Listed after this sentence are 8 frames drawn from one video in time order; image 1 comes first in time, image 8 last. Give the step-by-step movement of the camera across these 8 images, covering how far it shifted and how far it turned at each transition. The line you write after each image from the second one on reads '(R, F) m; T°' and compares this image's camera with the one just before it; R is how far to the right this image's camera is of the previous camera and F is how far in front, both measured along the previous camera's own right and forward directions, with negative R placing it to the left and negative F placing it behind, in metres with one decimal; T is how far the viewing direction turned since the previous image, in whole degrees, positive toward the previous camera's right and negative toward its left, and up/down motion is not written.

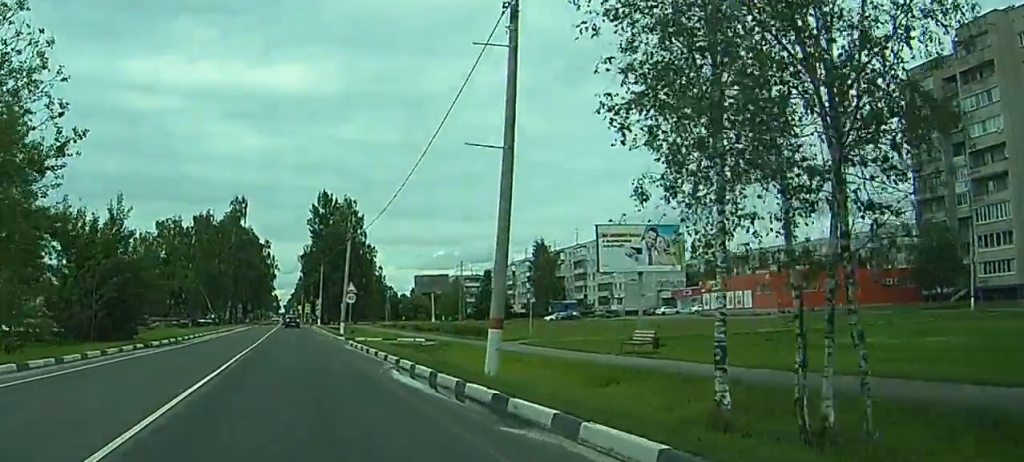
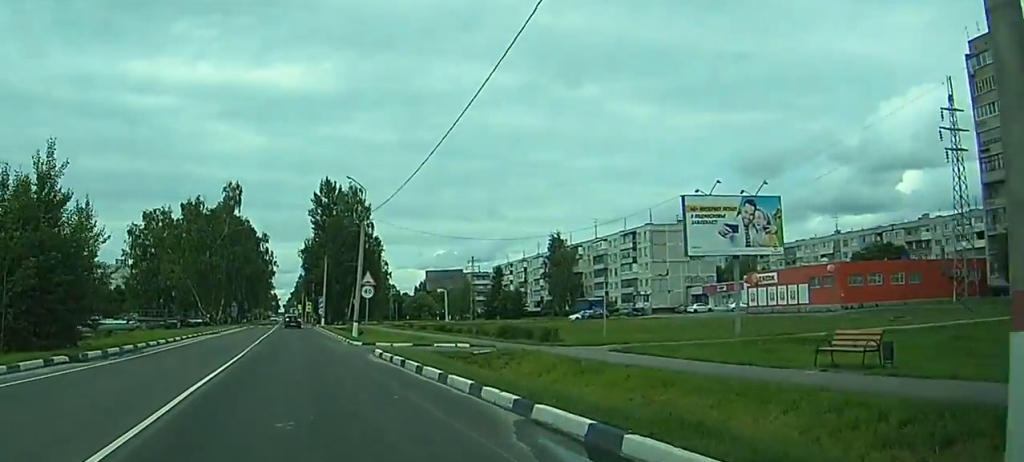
(-0.1, +12.6) m; 0°
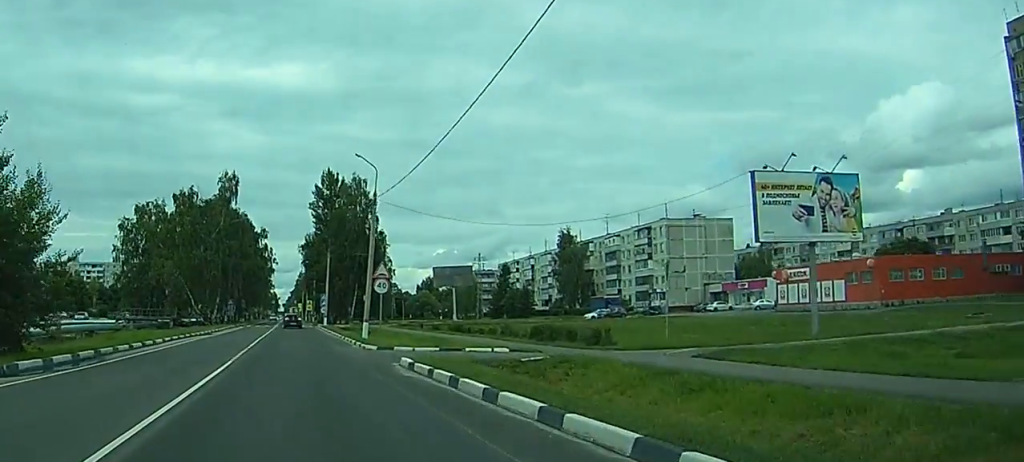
(0.0, +6.9) m; 0°
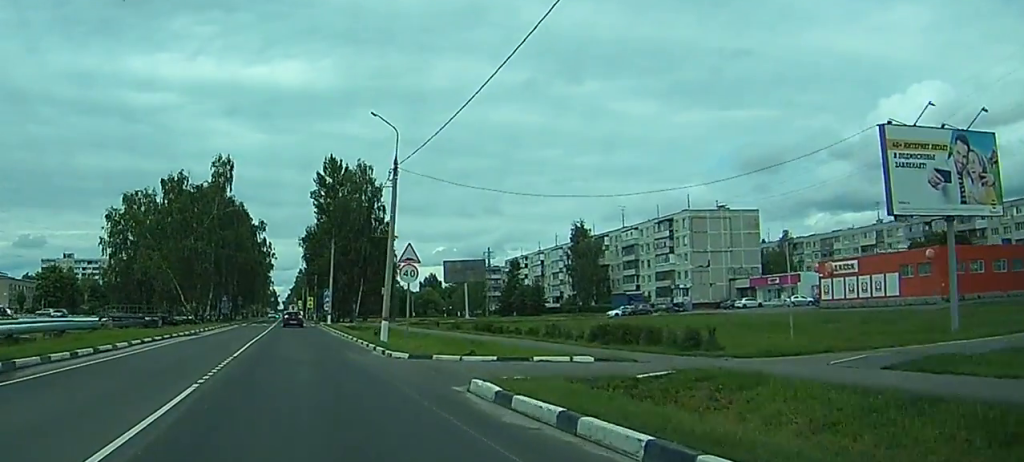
(0.0, +9.0) m; 0°
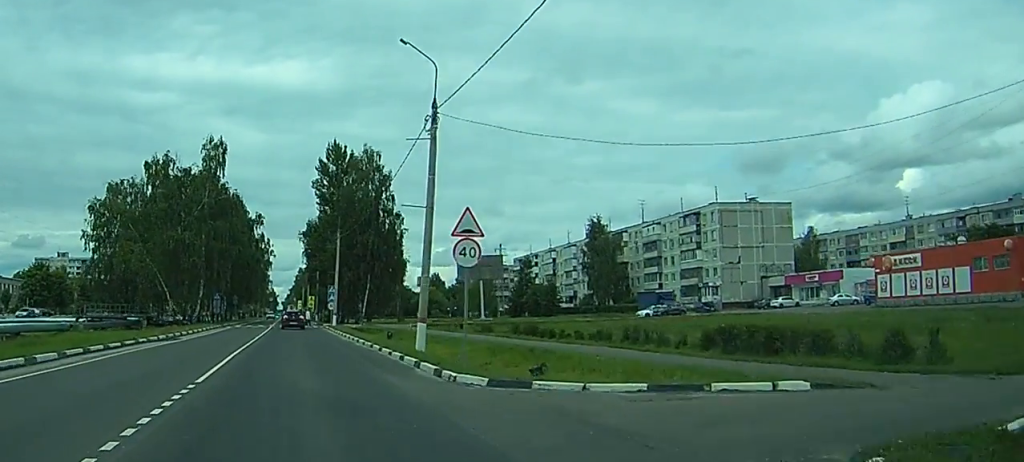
(-0.1, +10.2) m; 0°
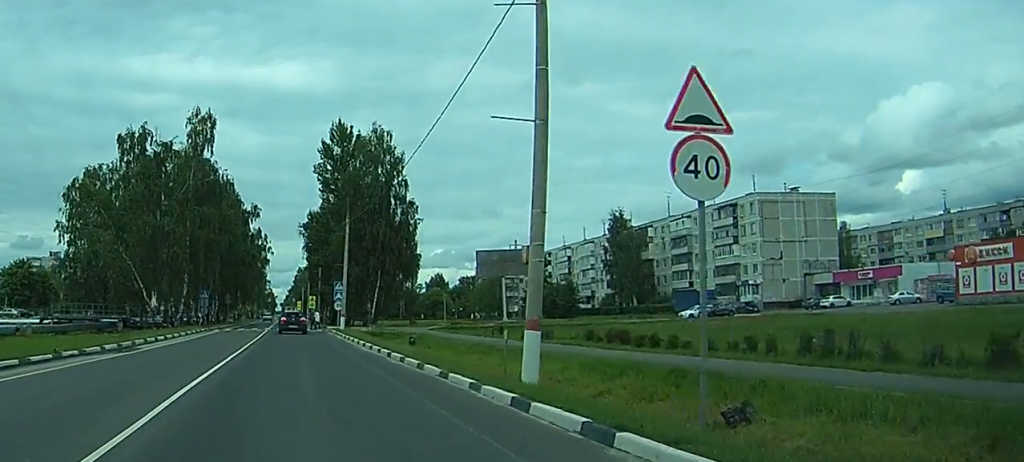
(0.0, +12.3) m; +1°
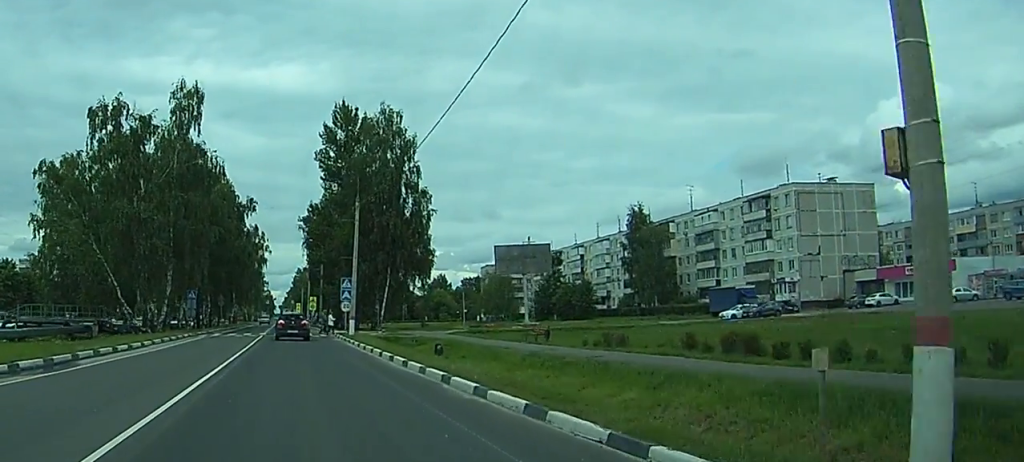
(+0.1, +9.9) m; 0°
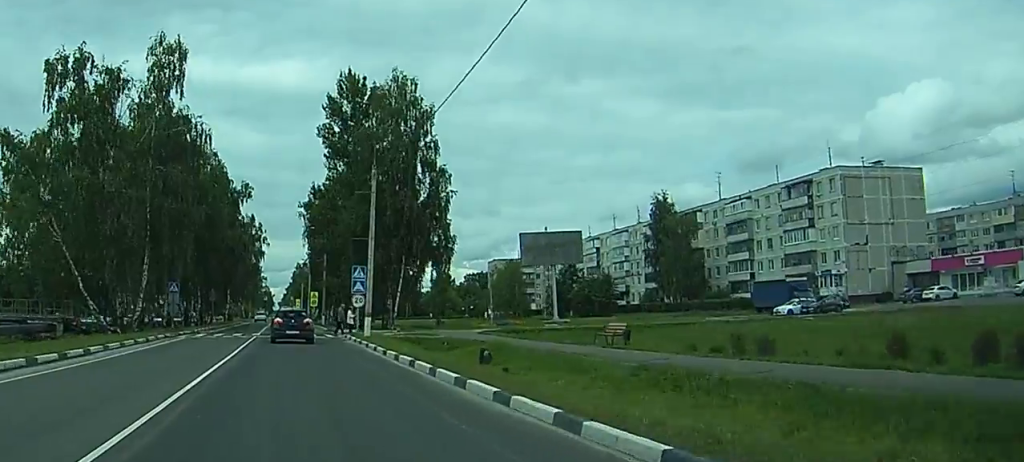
(-0.1, +10.7) m; -1°
